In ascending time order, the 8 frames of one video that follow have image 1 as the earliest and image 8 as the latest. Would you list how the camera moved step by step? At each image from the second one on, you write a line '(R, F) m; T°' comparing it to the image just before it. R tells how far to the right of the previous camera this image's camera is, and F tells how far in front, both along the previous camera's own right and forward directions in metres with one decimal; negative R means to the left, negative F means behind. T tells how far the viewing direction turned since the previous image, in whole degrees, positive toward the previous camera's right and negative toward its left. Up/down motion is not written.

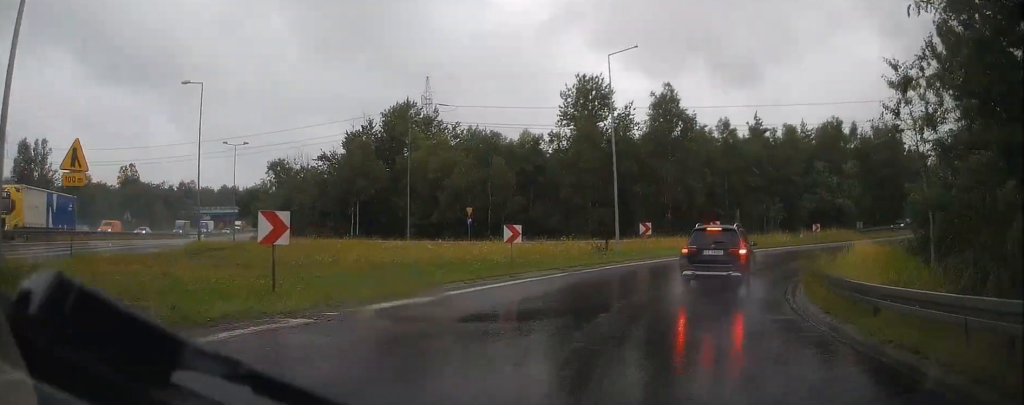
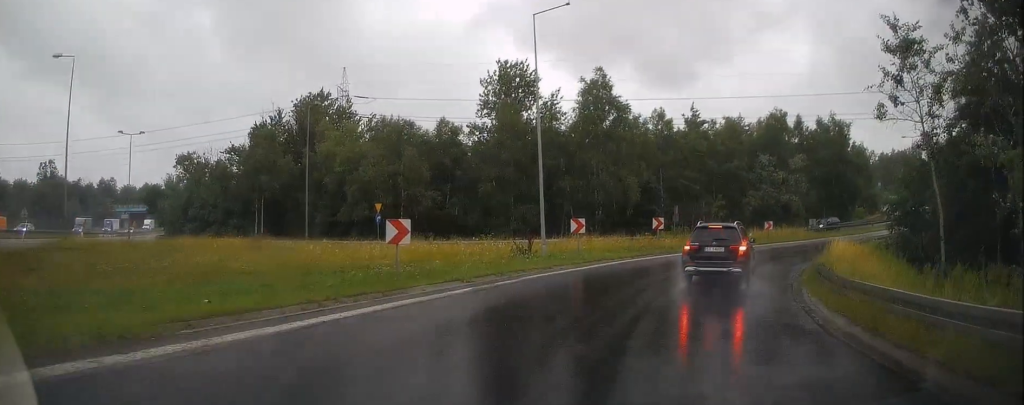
(+0.3, +6.7) m; +6°
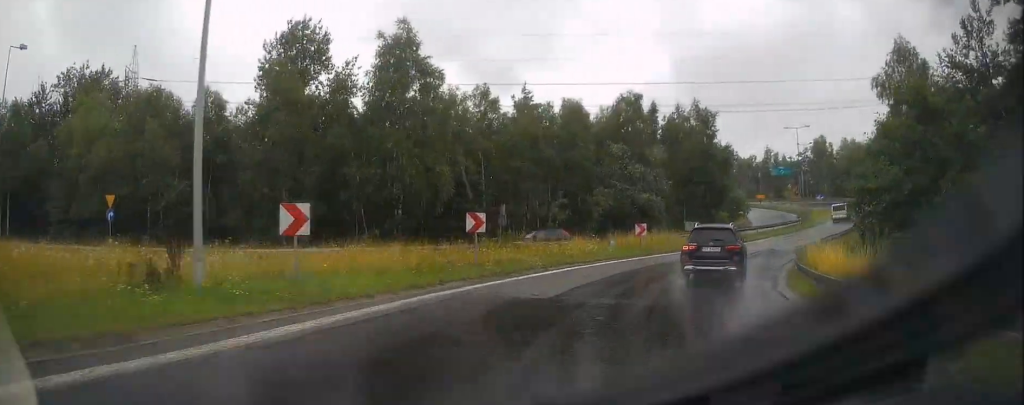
(+2.0, +16.2) m; +15°
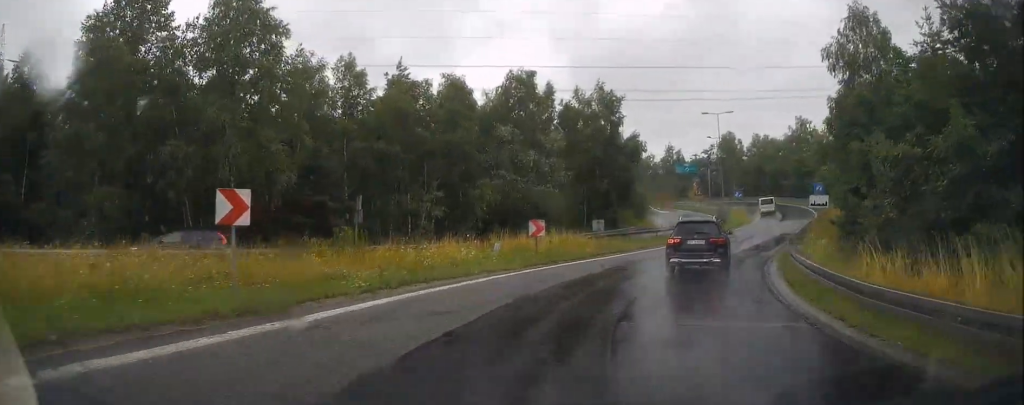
(+0.8, +10.2) m; +8°
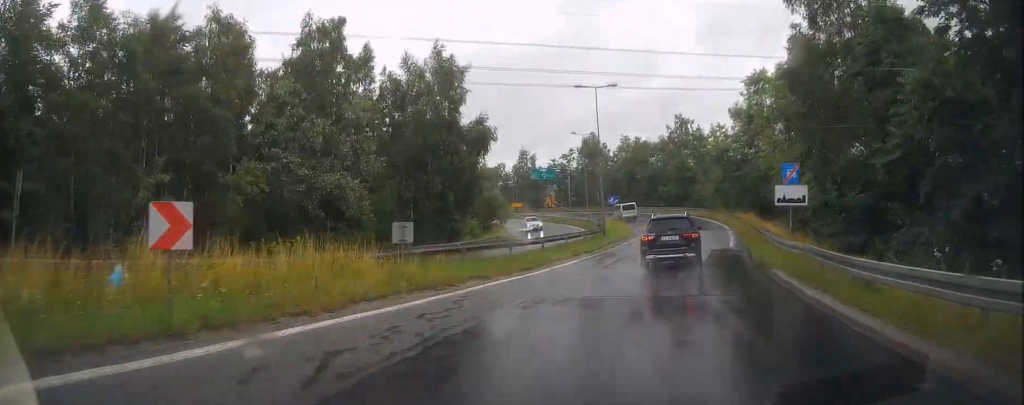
(+1.7, +16.1) m; +10°
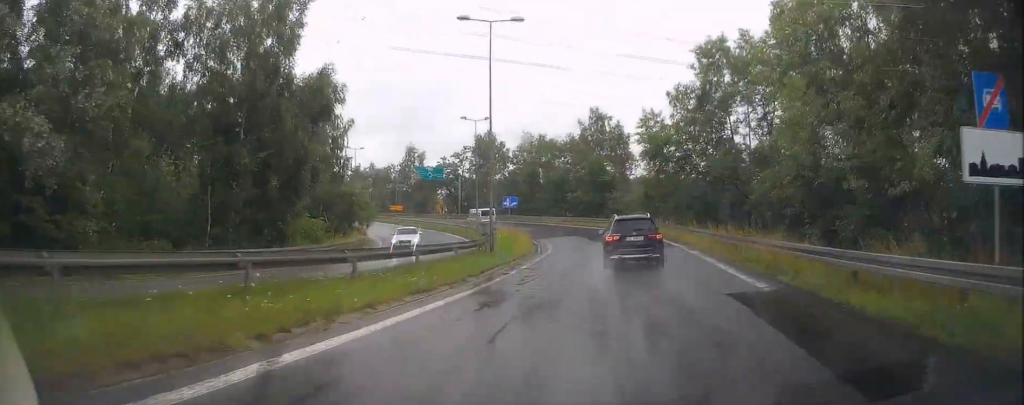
(+0.8, +15.3) m; +4°
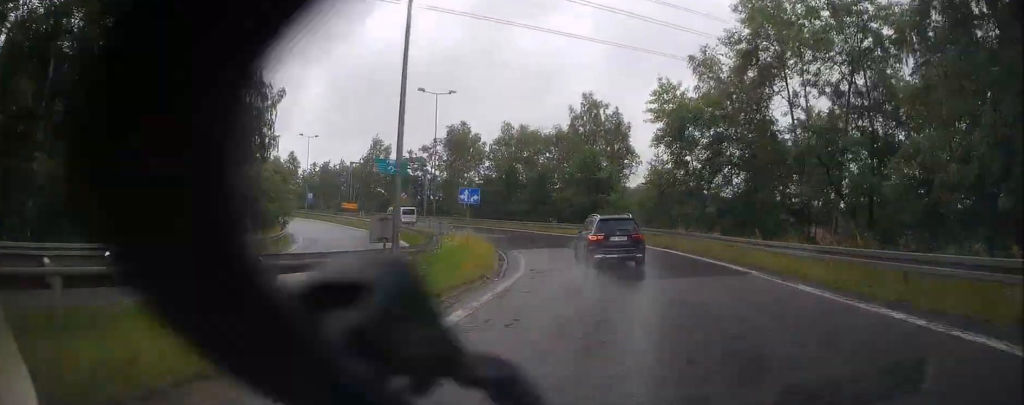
(+0.3, +13.0) m; 0°
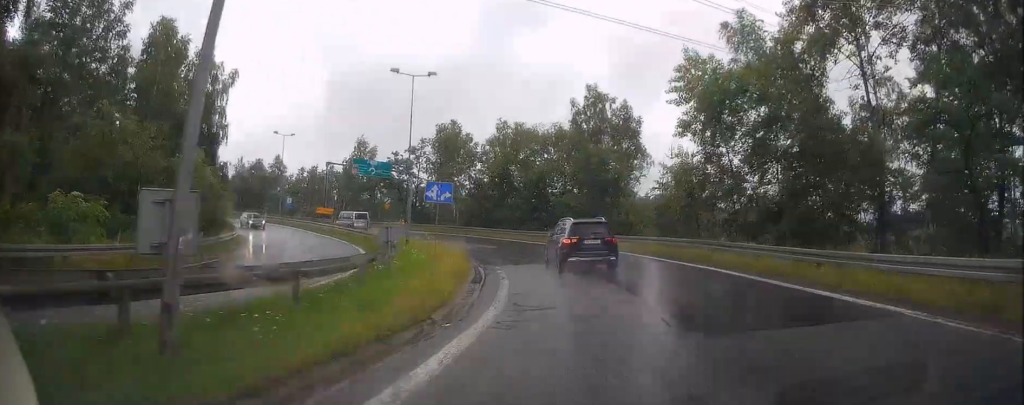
(-0.2, +8.0) m; -2°
